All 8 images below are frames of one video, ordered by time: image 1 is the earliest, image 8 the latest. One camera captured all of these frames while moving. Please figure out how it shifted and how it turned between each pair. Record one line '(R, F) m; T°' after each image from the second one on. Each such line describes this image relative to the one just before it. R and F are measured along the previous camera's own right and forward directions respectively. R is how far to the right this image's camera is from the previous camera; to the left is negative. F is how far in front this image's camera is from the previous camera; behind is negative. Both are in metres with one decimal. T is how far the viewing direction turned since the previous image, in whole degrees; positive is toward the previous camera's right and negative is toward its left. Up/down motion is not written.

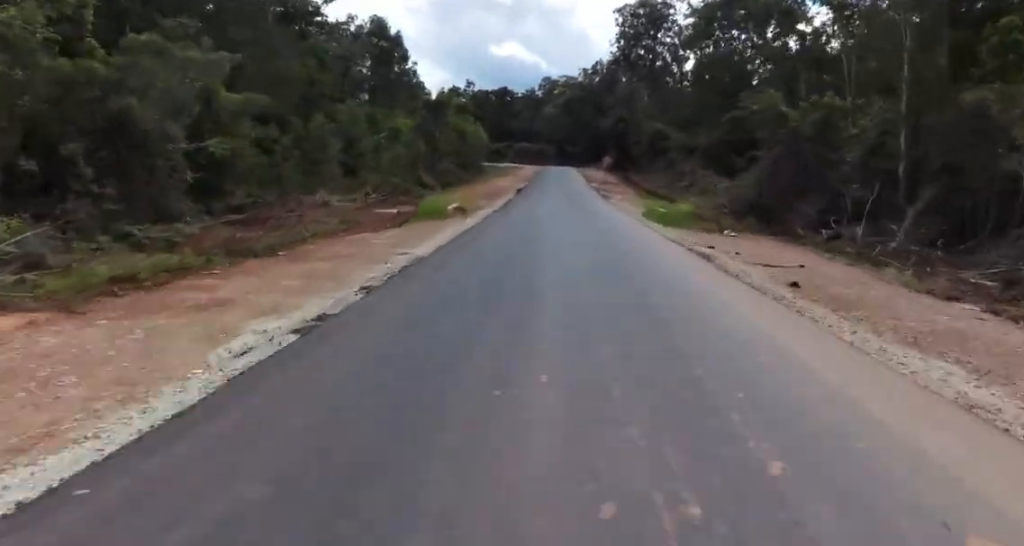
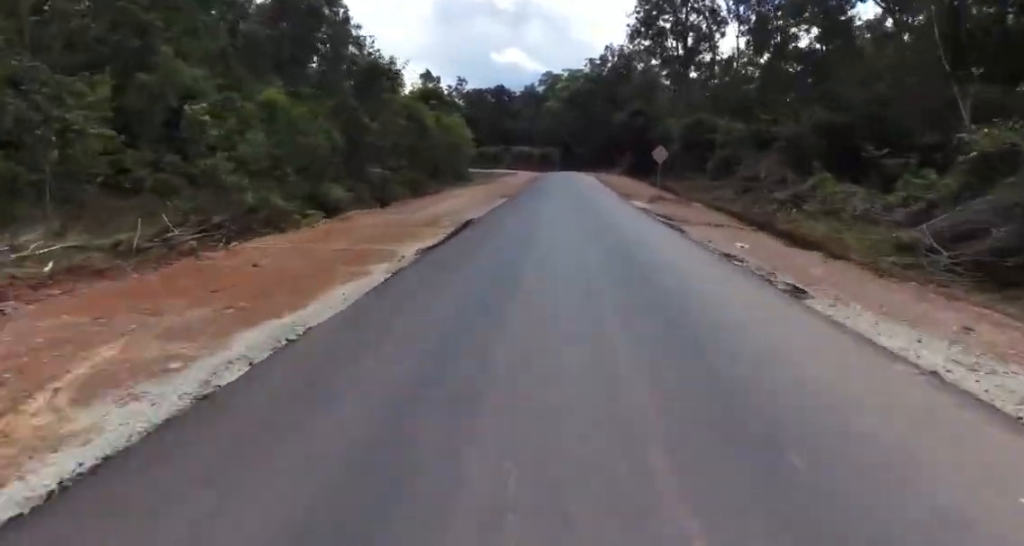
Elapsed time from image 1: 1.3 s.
(-1.5, +28.1) m; -5°
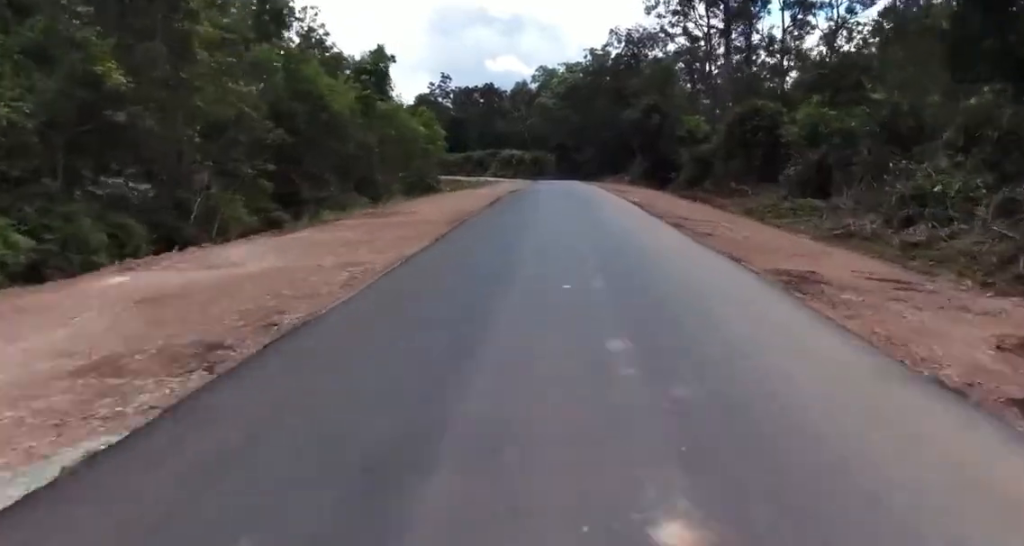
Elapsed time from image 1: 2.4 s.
(-0.1, +24.5) m; 0°
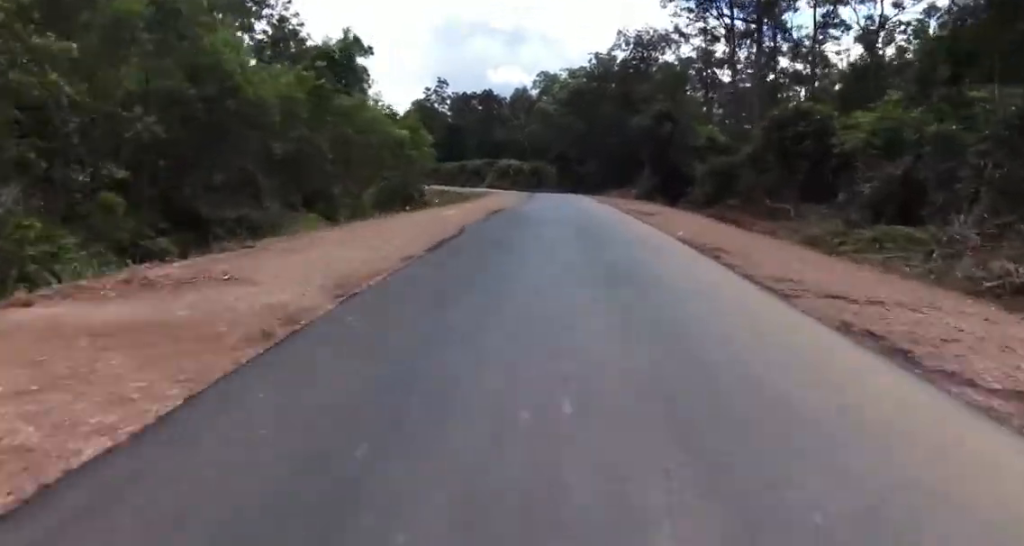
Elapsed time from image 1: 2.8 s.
(0.0, +9.9) m; +1°
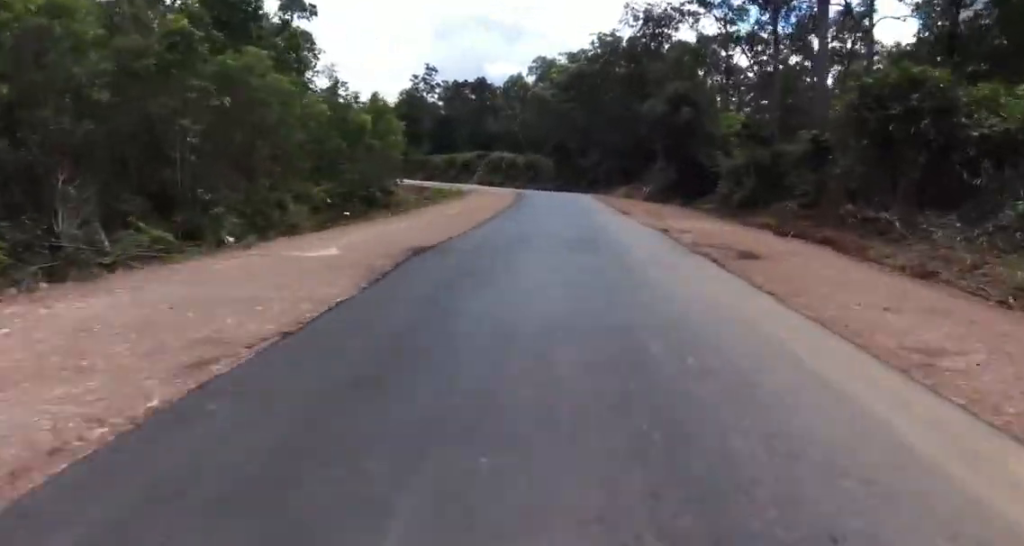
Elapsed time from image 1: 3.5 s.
(-0.1, +15.1) m; +1°
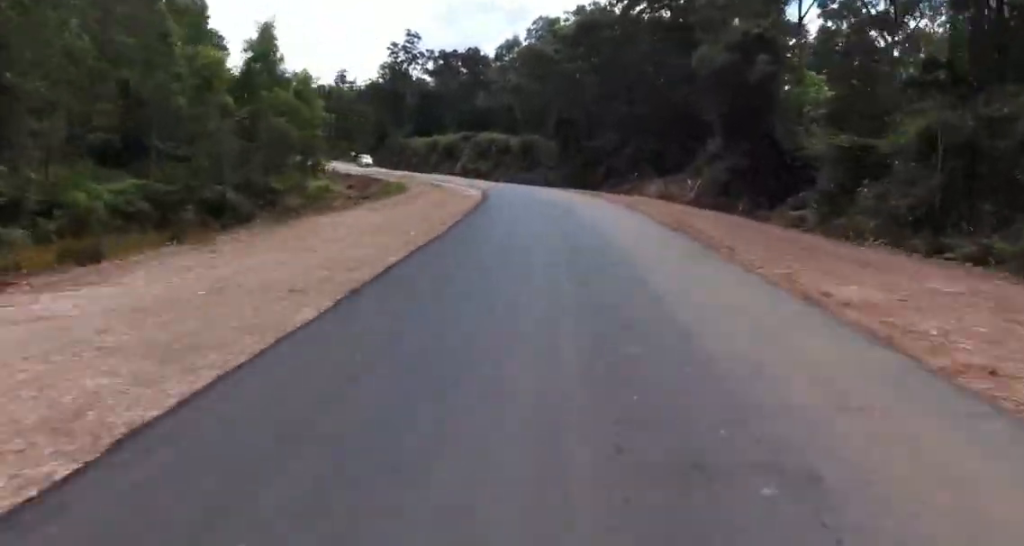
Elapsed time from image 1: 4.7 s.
(+0.7, +26.2) m; +2°
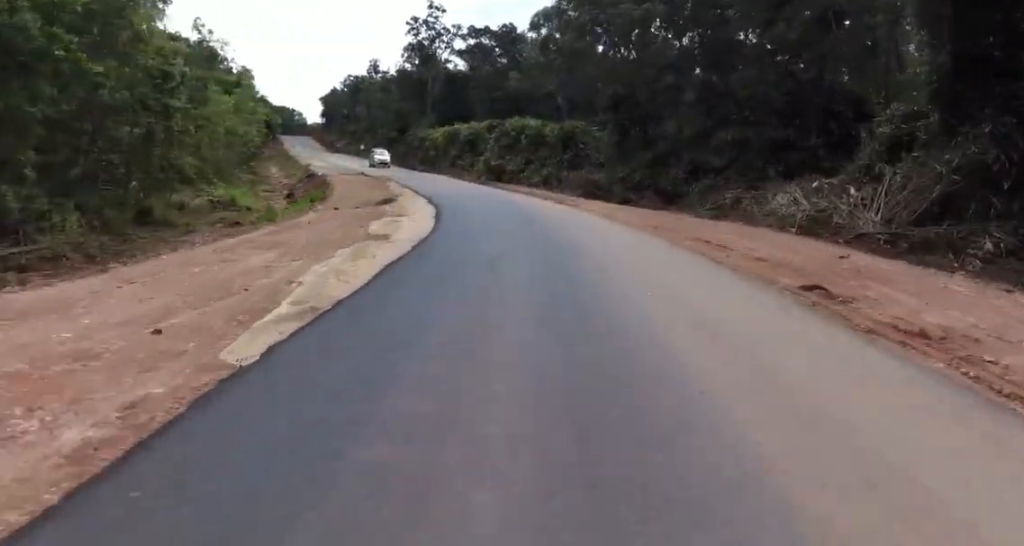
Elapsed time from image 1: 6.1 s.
(+0.6, +24.3) m; -1°
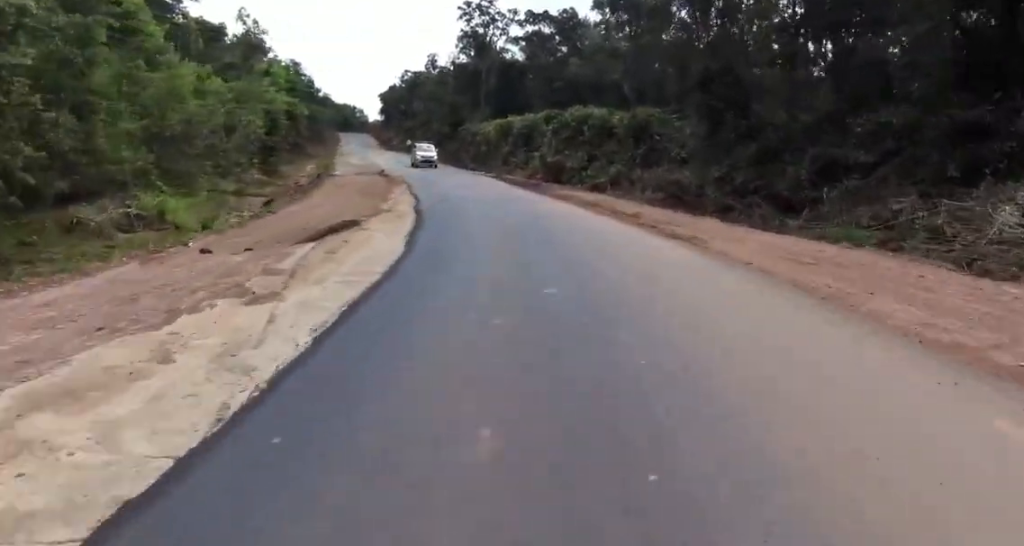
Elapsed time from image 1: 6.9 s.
(-0.5, +11.5) m; -8°
